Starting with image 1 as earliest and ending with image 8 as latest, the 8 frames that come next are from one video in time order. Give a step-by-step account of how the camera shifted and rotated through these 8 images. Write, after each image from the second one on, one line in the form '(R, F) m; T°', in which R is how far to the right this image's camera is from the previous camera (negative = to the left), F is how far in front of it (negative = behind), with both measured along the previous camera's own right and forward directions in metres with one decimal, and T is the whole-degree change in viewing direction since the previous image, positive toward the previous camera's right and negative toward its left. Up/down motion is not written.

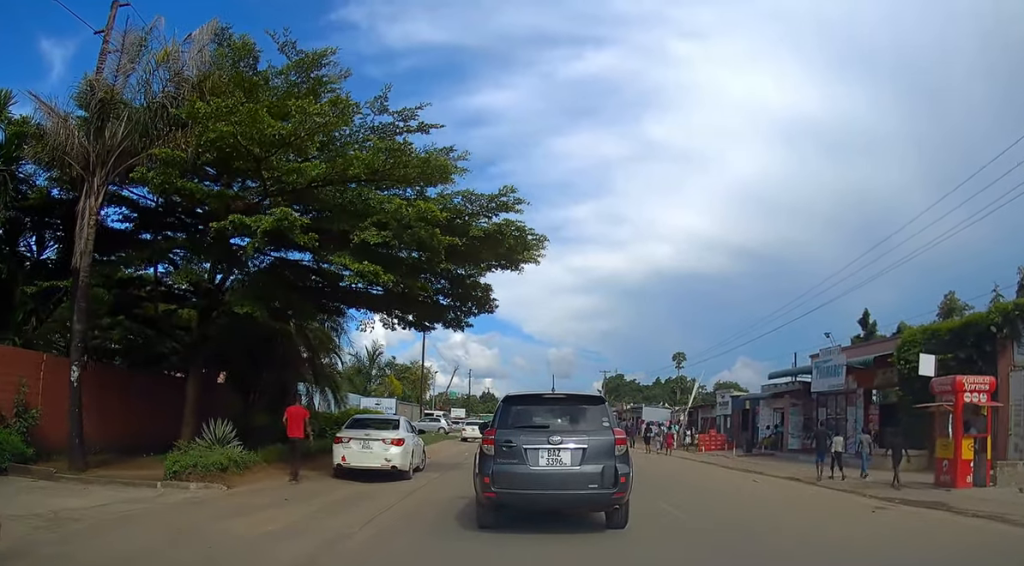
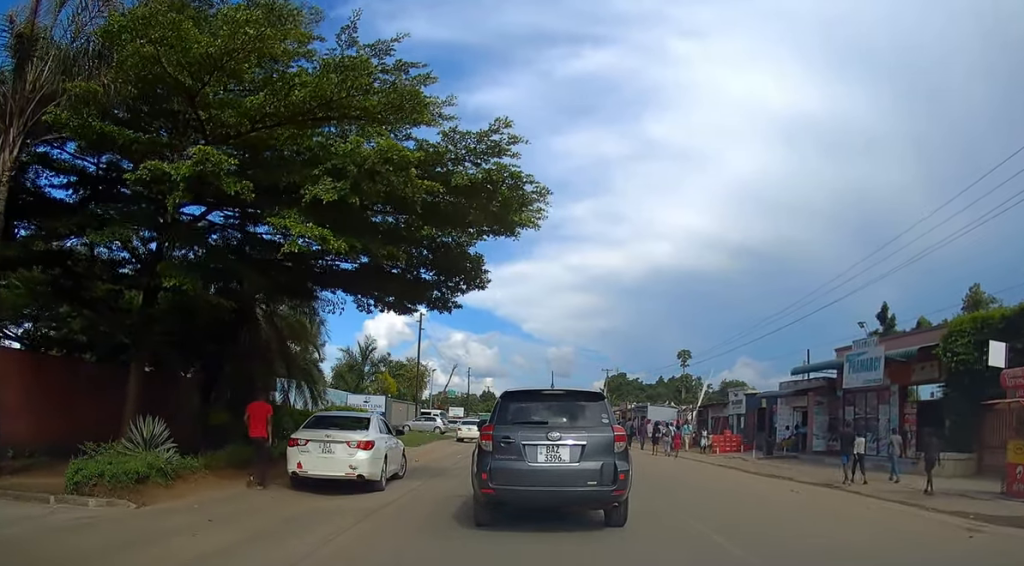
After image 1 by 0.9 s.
(-0.1, +2.9) m; -1°
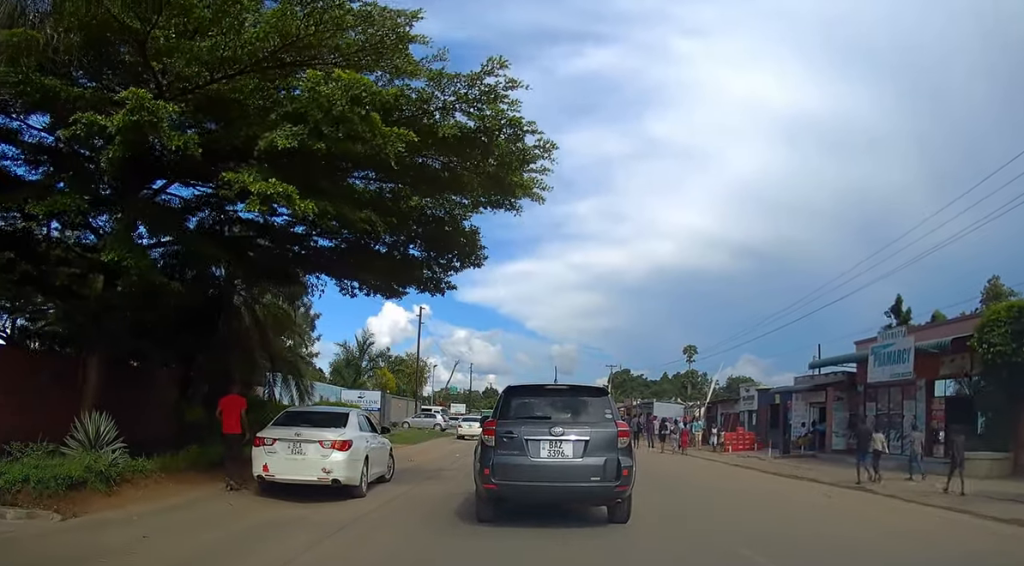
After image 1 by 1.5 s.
(0.0, +1.8) m; +1°
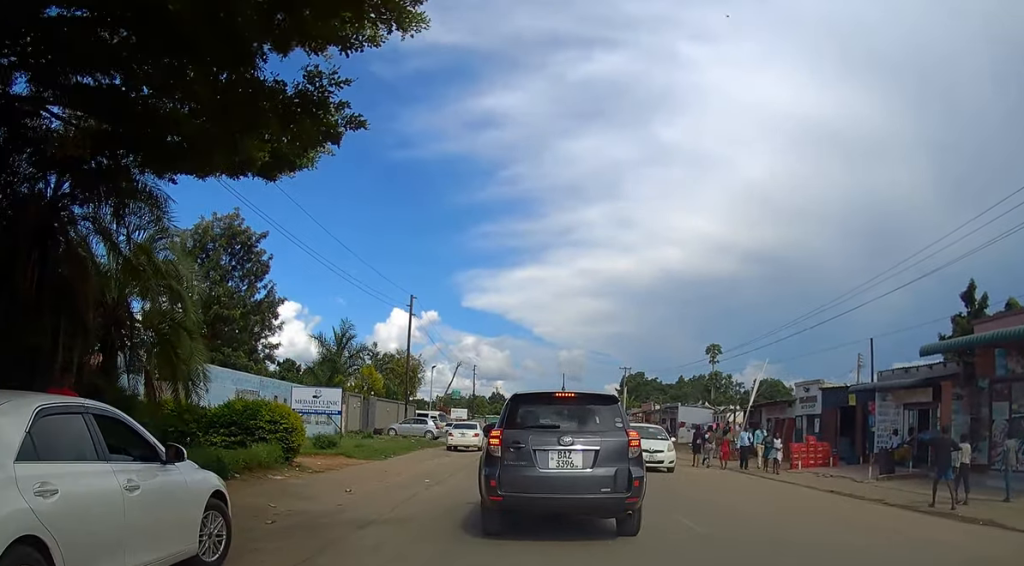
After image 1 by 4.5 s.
(-0.3, +8.3) m; -2°
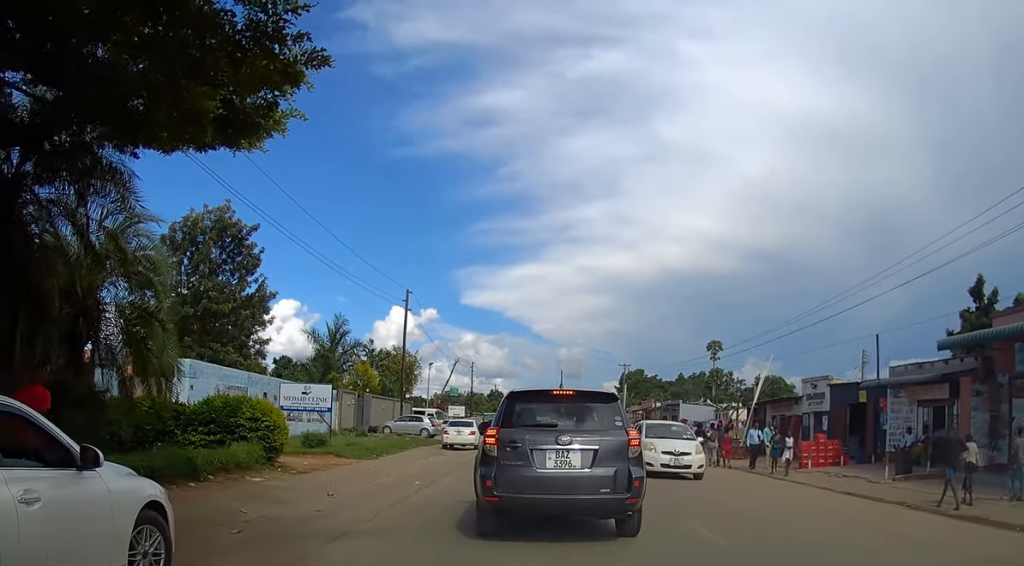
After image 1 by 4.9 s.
(-0.1, +1.2) m; 0°
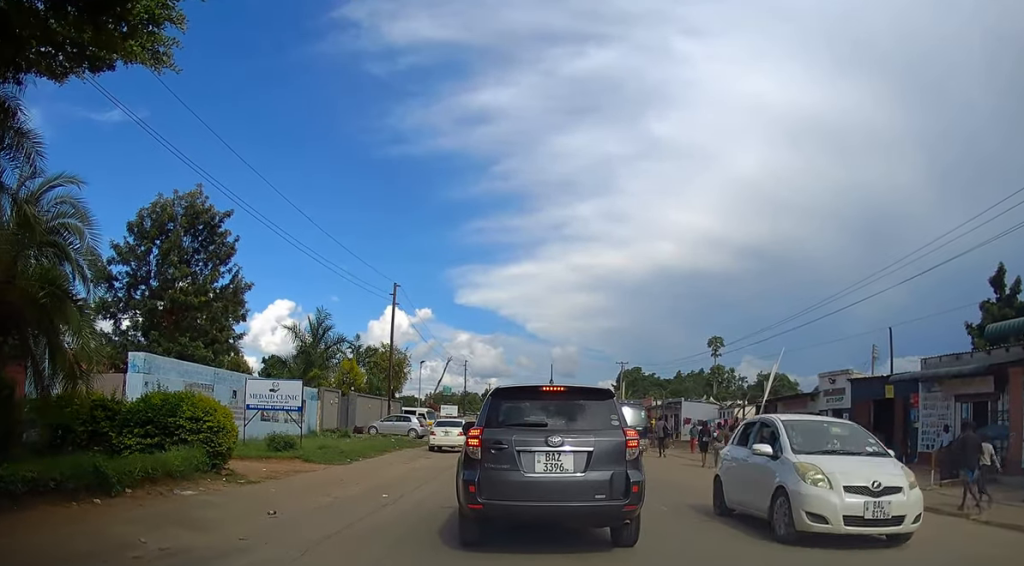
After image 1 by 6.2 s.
(0.0, +2.8) m; -1°
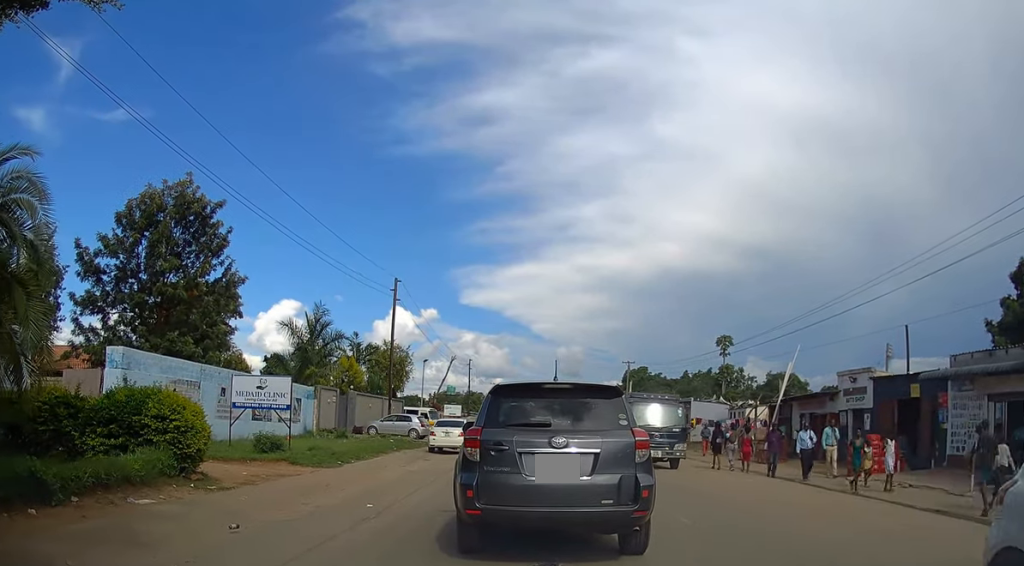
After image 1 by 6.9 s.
(0.0, +1.6) m; 0°
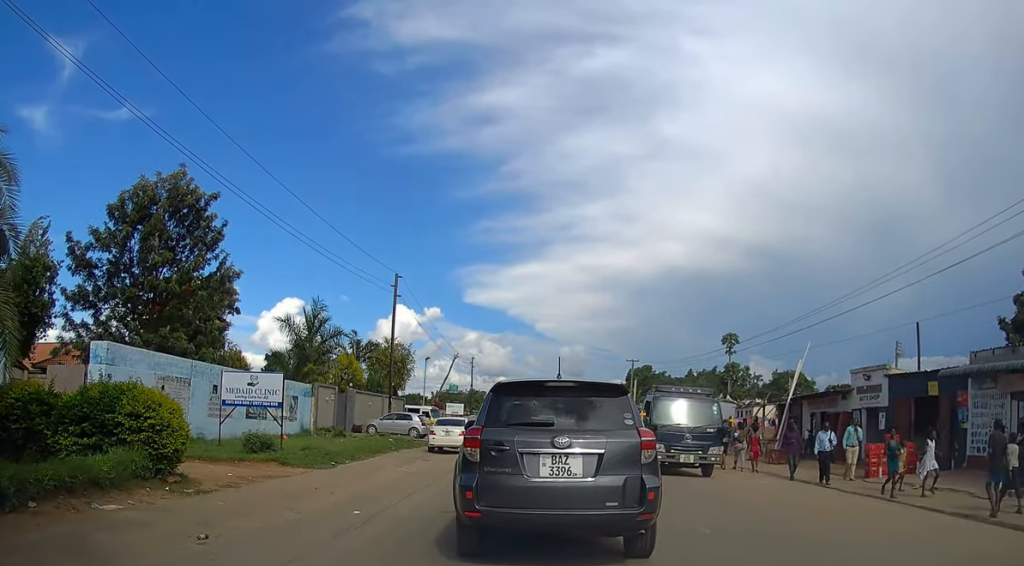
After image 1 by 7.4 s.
(-0.1, +1.0) m; +1°
